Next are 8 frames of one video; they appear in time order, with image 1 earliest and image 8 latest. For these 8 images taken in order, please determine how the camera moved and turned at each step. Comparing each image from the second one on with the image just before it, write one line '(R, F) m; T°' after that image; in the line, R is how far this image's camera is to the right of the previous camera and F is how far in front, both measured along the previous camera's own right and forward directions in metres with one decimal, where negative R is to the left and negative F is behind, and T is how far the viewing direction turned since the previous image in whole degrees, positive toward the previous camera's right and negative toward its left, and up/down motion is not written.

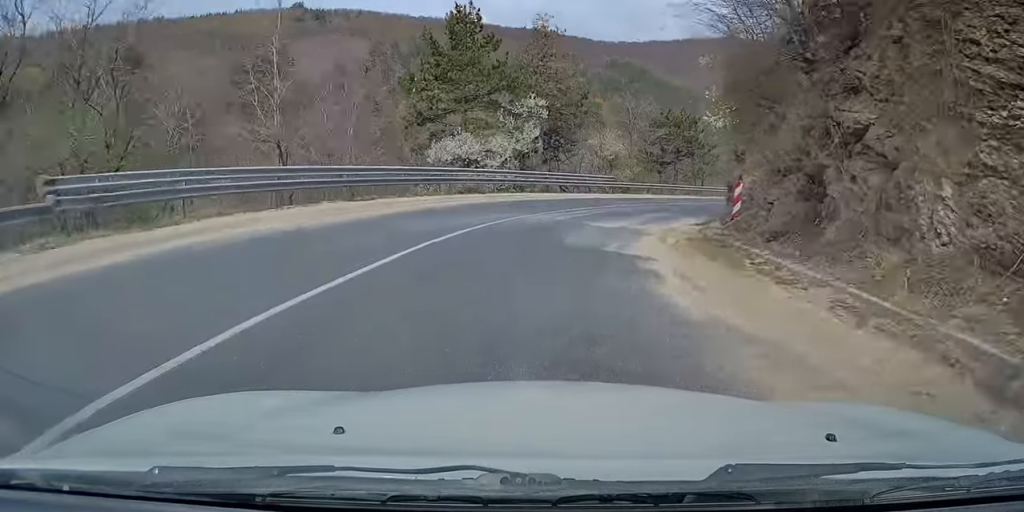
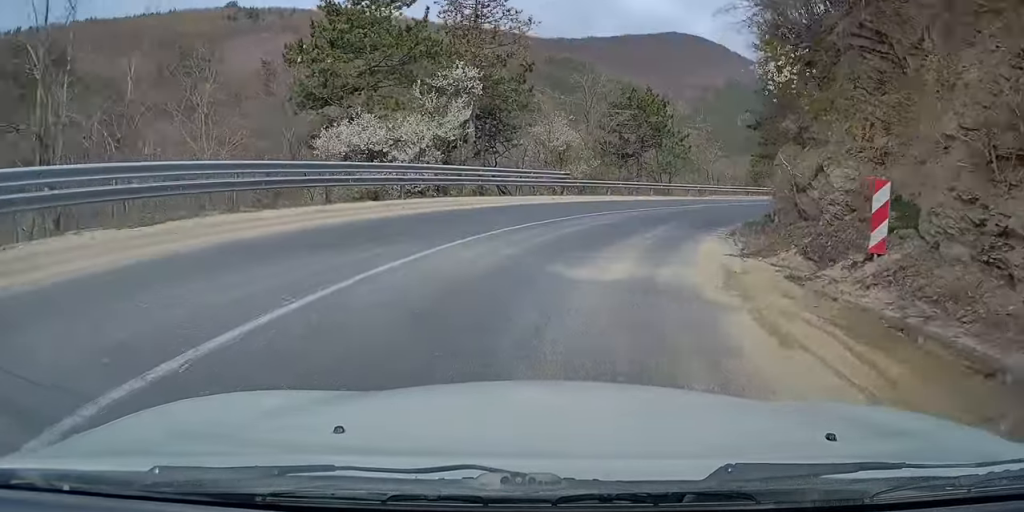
(-0.1, +11.1) m; +4°
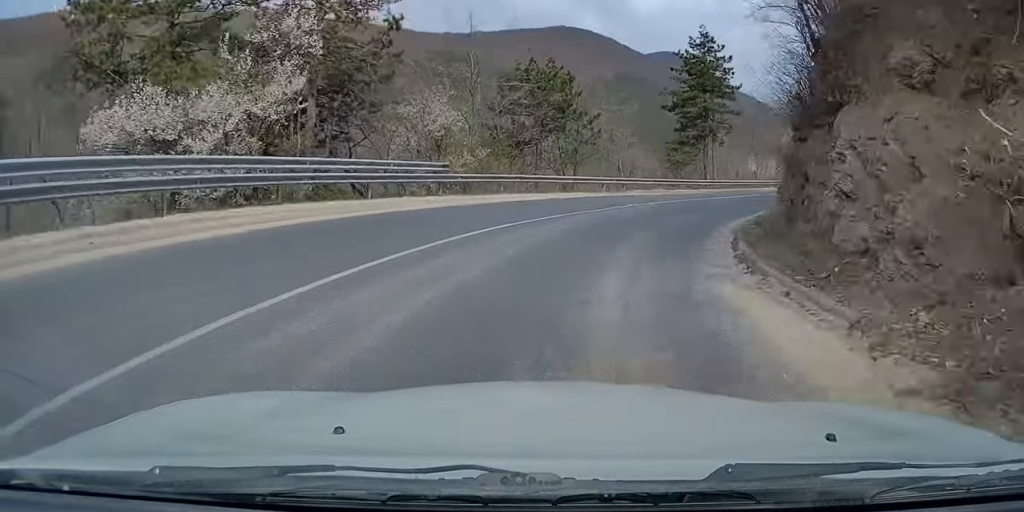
(0.0, +9.7) m; +8°
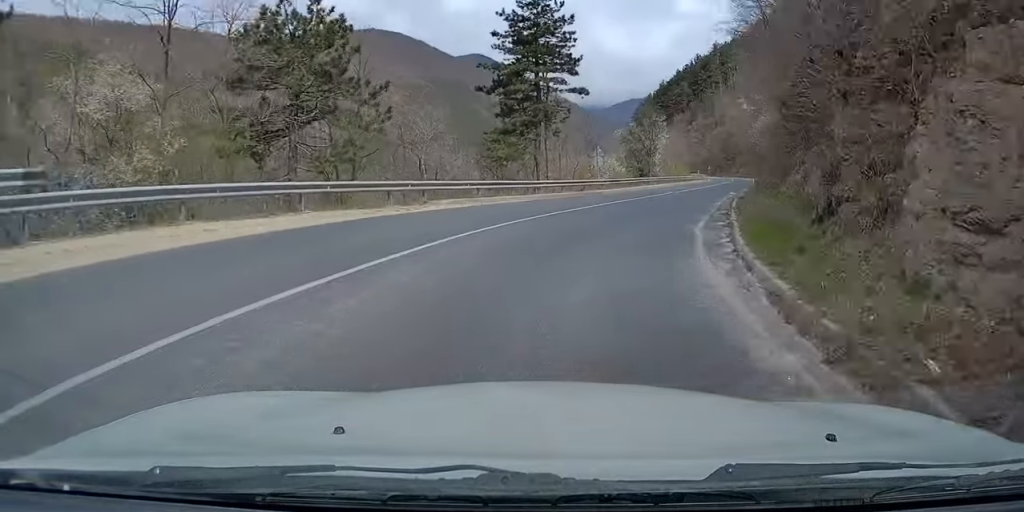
(+2.0, +13.0) m; +15°
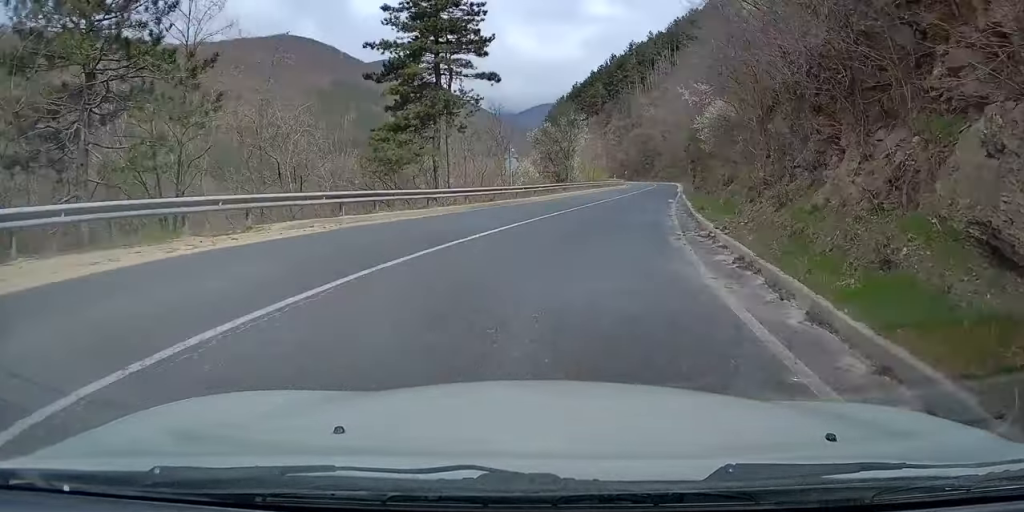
(+0.8, +6.9) m; +6°
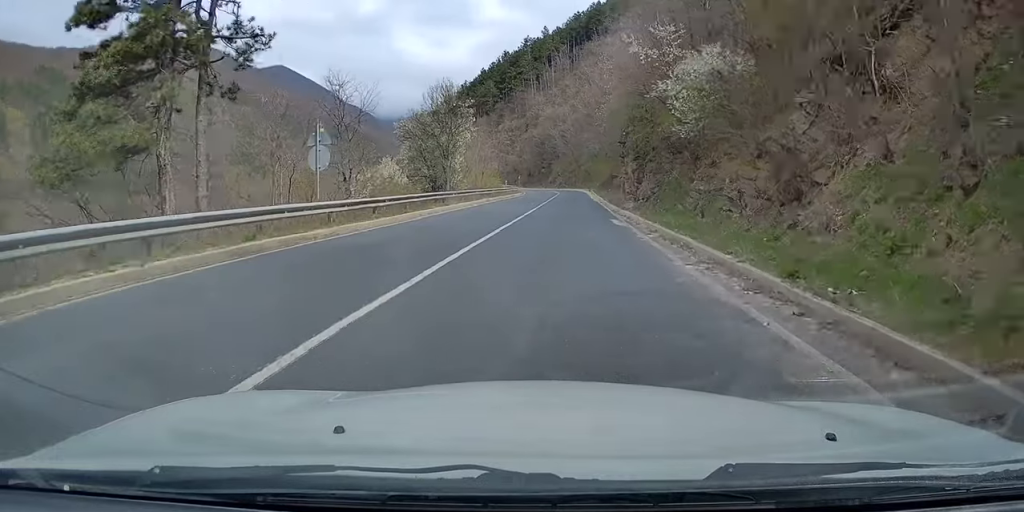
(+1.5, +14.6) m; +9°
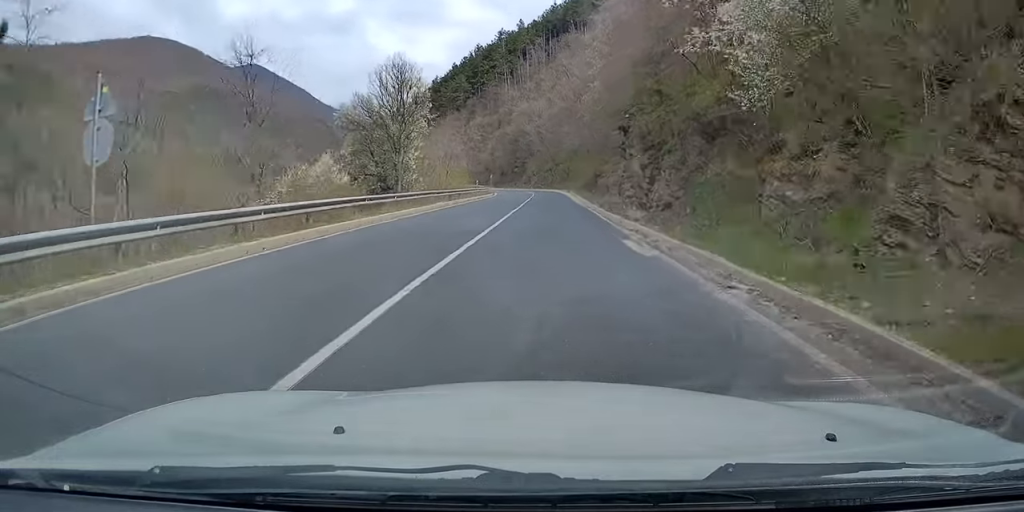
(+0.2, +7.7) m; +2°
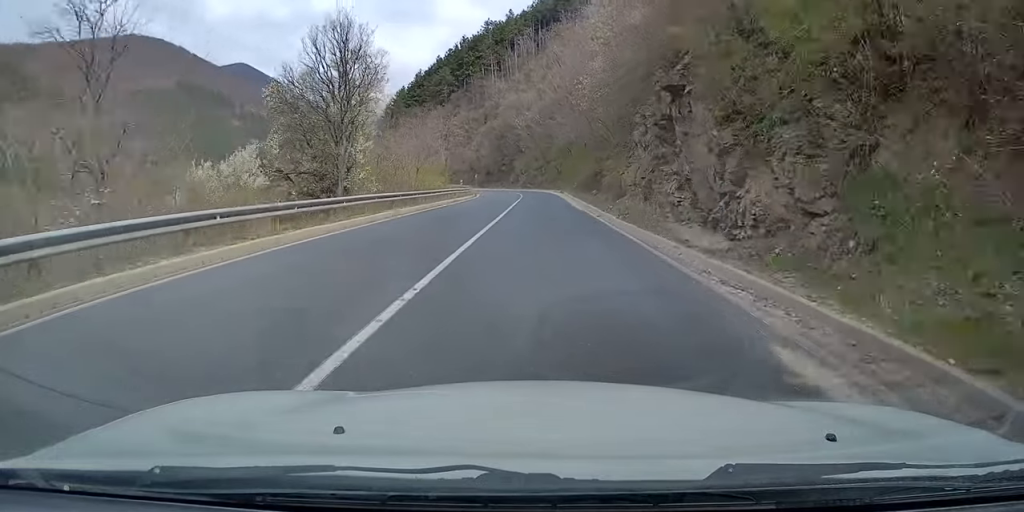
(+0.1, +8.8) m; +2°
